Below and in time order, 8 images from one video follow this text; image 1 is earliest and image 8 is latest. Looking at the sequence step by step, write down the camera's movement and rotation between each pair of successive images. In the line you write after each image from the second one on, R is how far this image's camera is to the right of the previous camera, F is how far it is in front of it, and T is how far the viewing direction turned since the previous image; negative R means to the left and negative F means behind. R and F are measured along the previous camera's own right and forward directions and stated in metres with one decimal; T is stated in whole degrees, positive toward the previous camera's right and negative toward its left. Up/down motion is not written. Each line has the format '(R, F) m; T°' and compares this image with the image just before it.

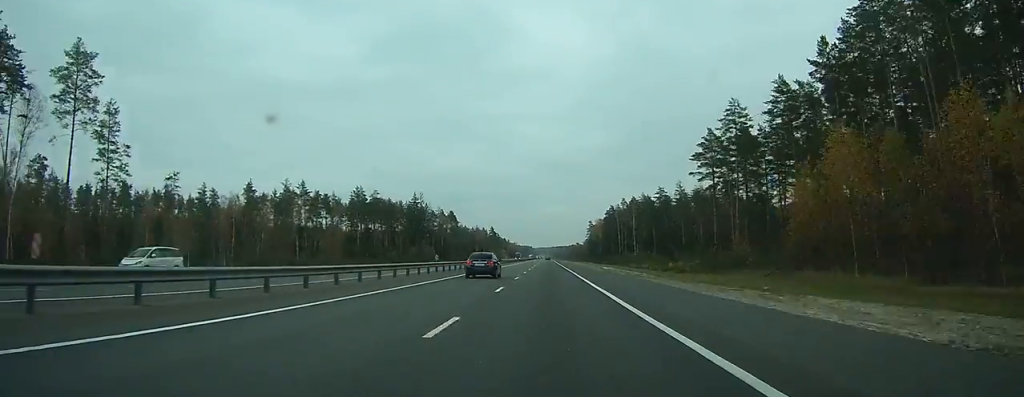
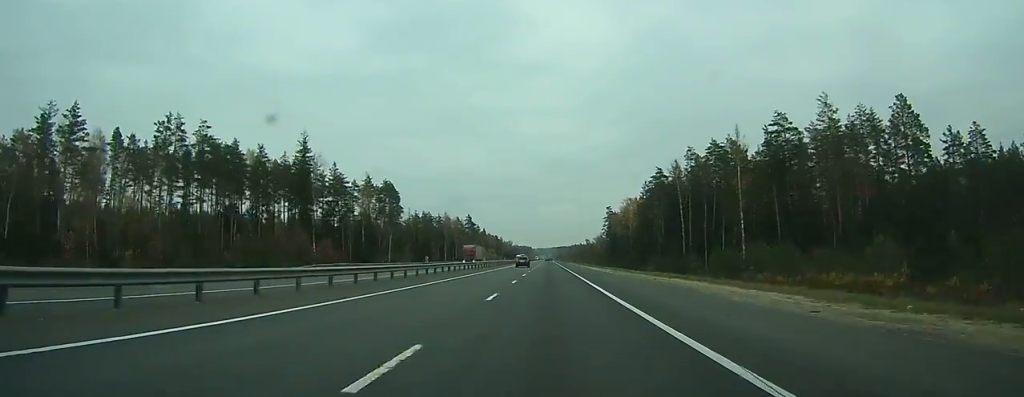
(-0.1, +119.1) m; 0°
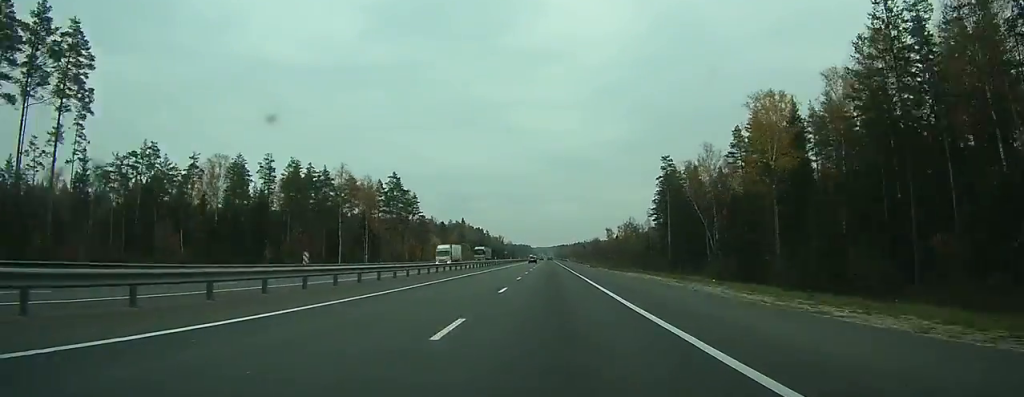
(0.0, +128.4) m; 0°
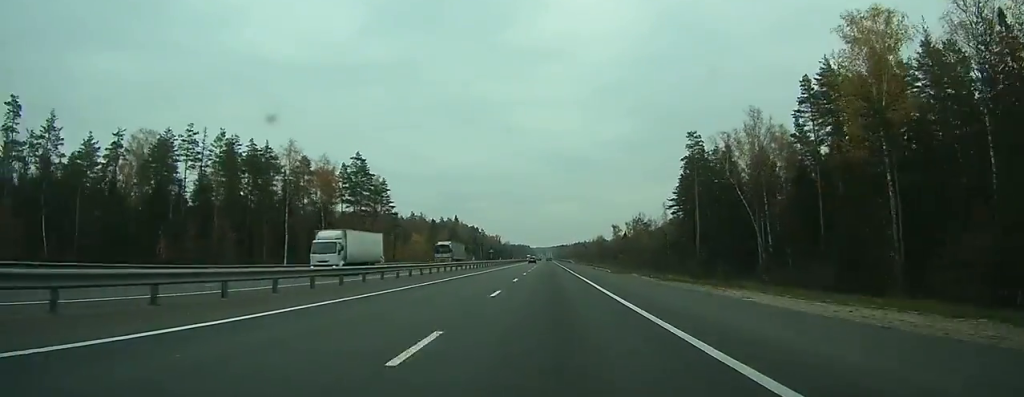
(0.0, +26.6) m; 0°
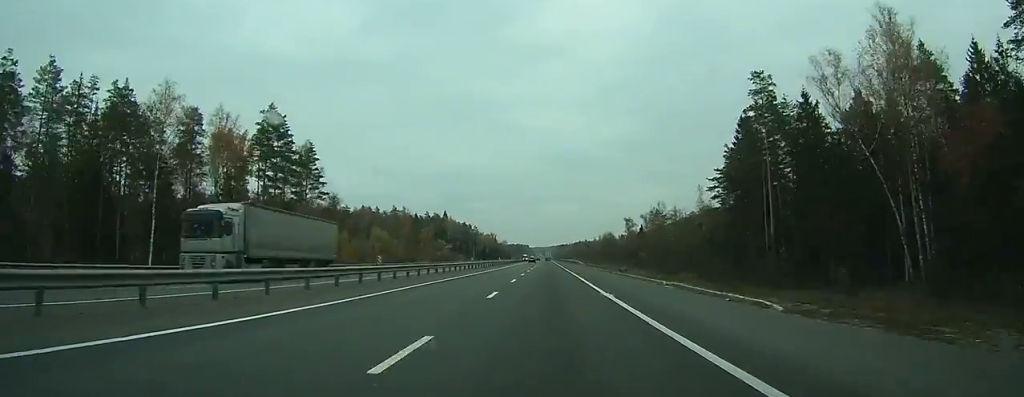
(+0.1, +37.7) m; 0°
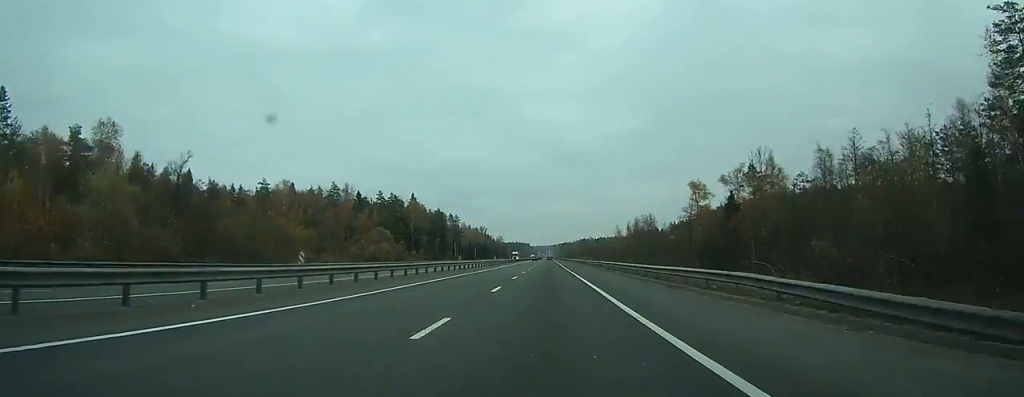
(-0.2, +83.9) m; 0°
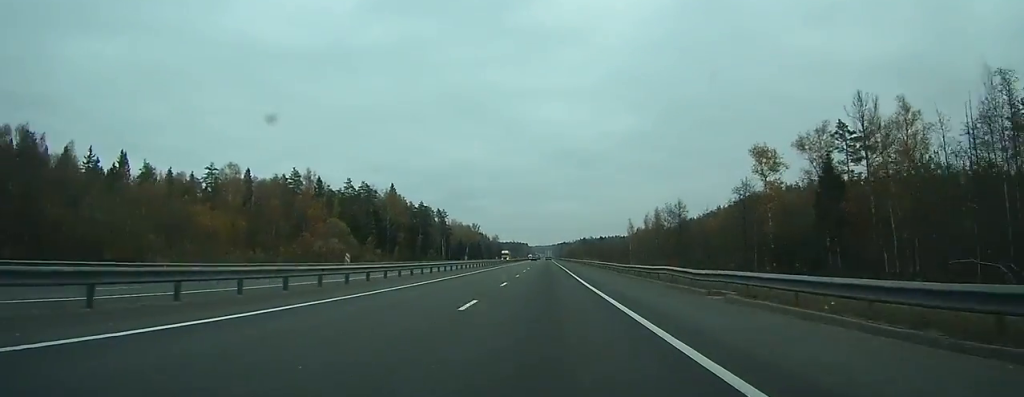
(0.0, +31.4) m; 0°
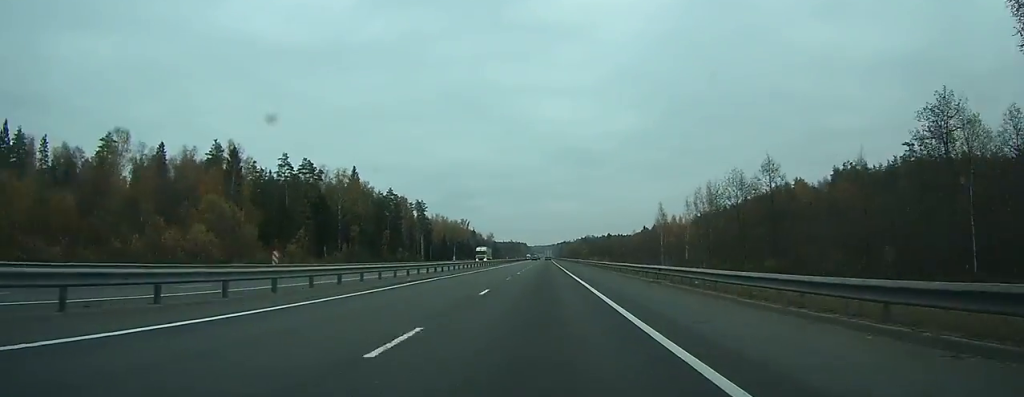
(0.0, +41.9) m; 0°
